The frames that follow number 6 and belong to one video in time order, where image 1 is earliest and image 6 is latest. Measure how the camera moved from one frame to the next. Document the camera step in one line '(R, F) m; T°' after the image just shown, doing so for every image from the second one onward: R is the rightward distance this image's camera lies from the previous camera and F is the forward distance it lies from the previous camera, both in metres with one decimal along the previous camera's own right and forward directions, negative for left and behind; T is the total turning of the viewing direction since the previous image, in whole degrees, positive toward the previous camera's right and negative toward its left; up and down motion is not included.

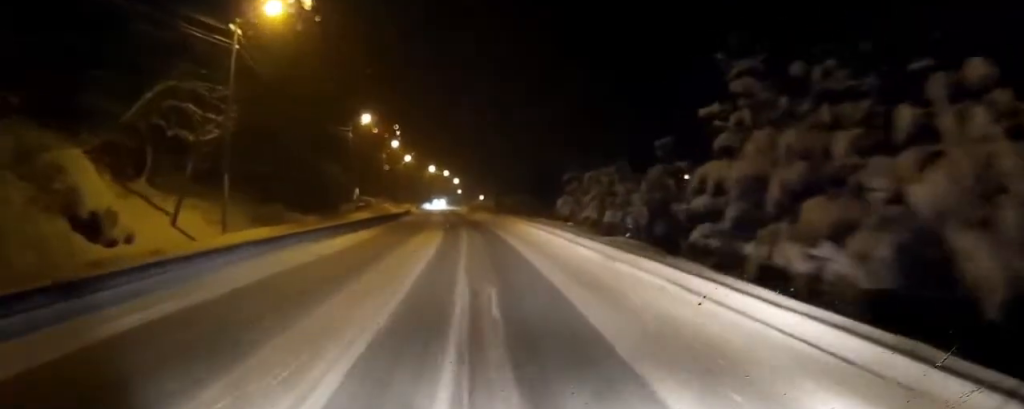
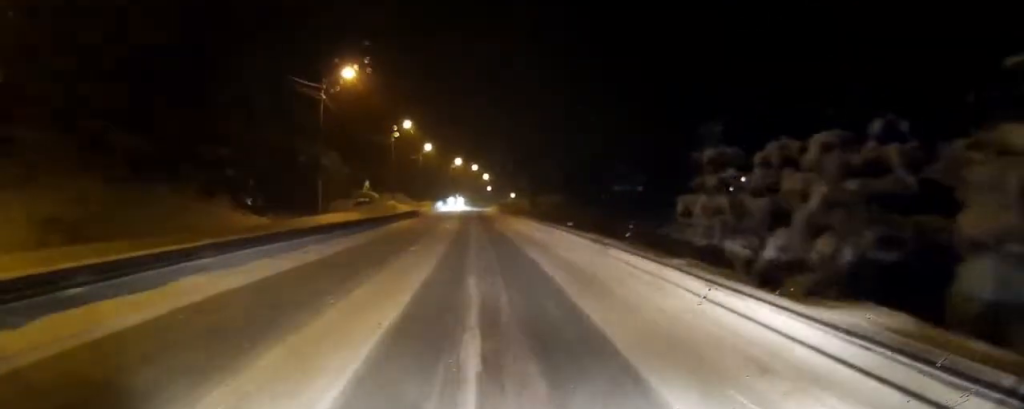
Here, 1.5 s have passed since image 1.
(-0.3, +19.3) m; -2°
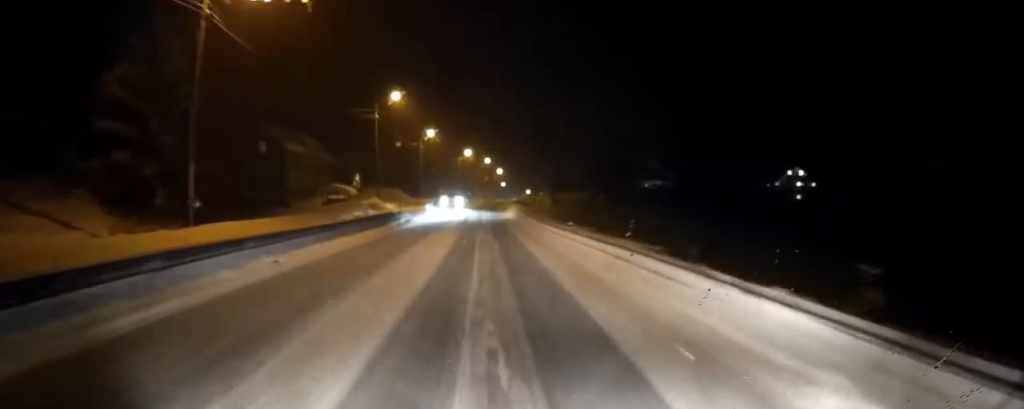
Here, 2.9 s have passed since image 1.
(-0.4, +18.5) m; -2°
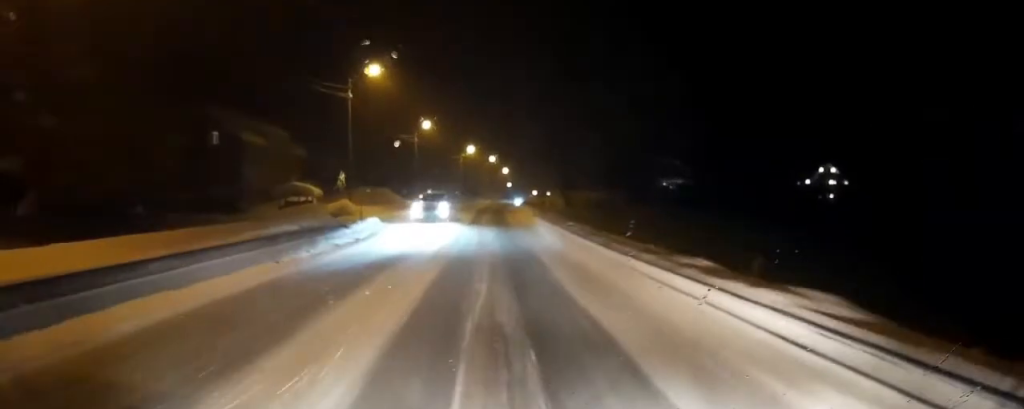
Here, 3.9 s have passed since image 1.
(0.0, +12.0) m; -1°
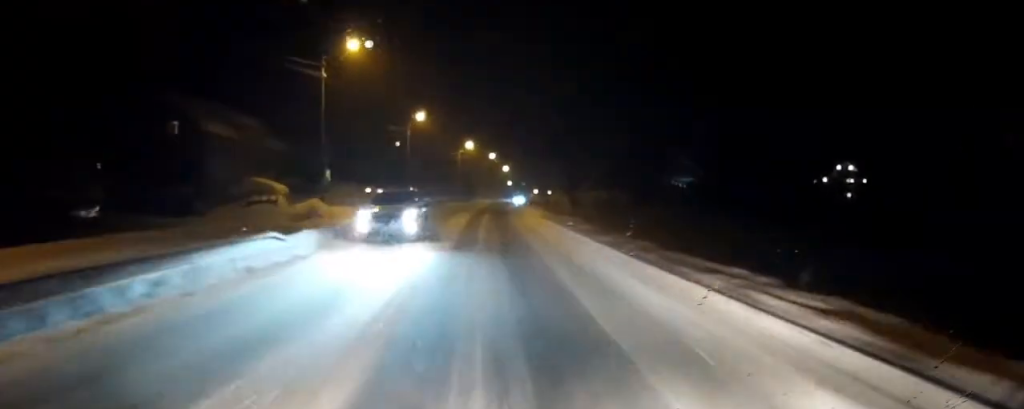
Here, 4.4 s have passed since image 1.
(0.0, +6.9) m; 0°
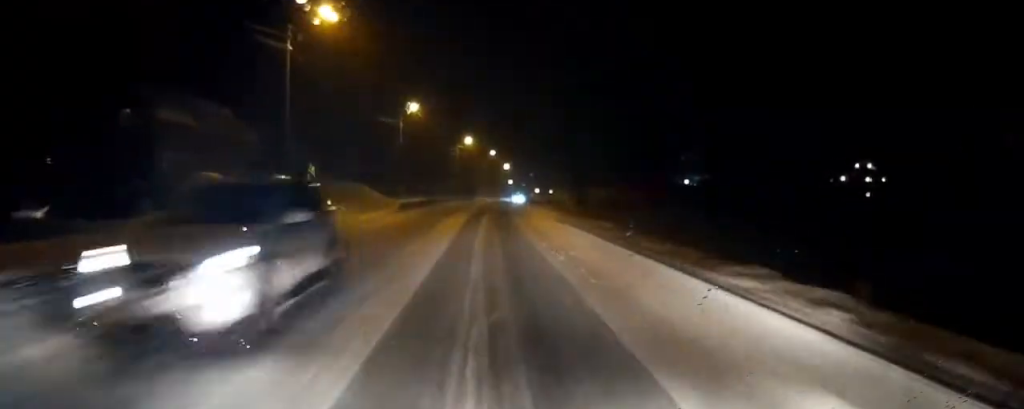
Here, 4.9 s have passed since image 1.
(-0.1, +6.5) m; 0°
